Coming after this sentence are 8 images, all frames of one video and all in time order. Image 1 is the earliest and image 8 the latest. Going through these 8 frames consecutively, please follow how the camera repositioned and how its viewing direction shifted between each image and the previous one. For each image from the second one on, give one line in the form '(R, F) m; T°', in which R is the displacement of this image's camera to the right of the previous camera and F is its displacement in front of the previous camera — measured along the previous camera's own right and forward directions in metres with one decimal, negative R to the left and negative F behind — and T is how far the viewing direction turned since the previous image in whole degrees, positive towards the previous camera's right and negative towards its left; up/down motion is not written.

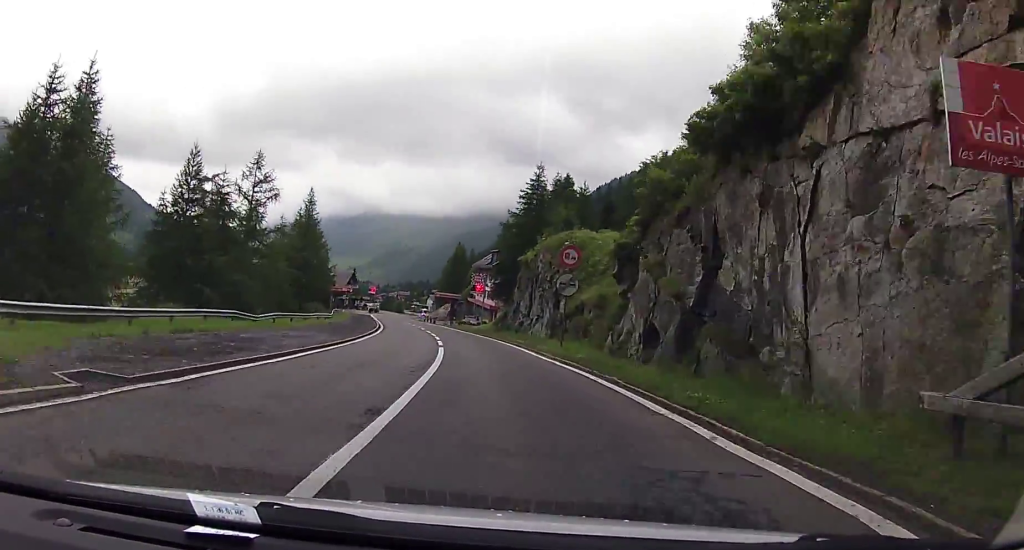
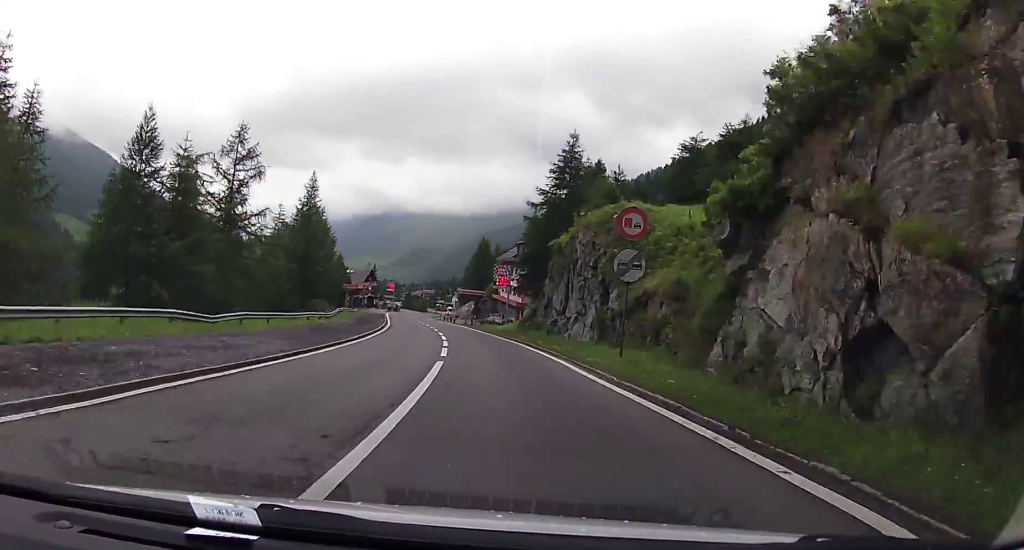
(-0.5, +8.5) m; -8°
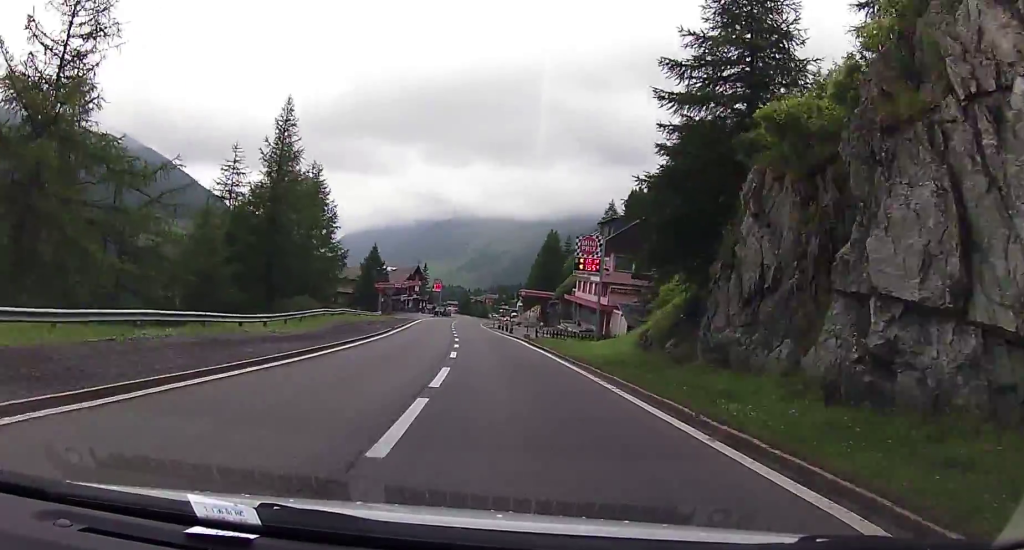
(-3.5, +24.3) m; -11°
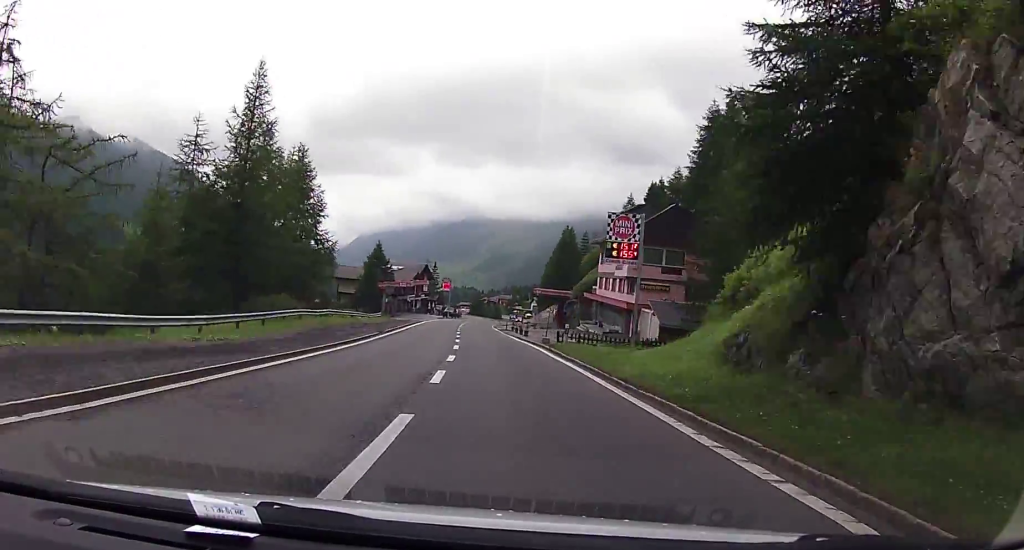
(-0.1, +7.0) m; -1°
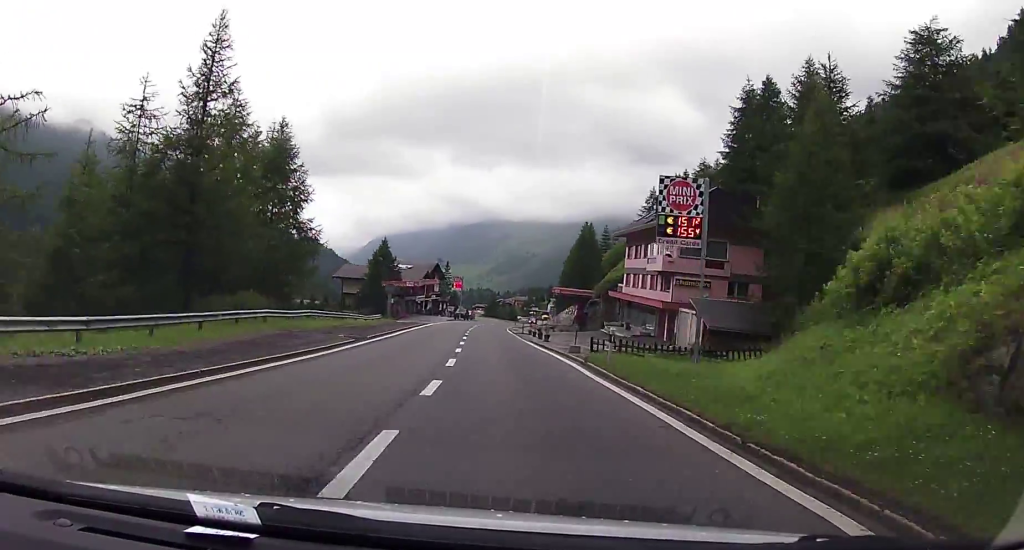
(-0.1, +6.9) m; -2°
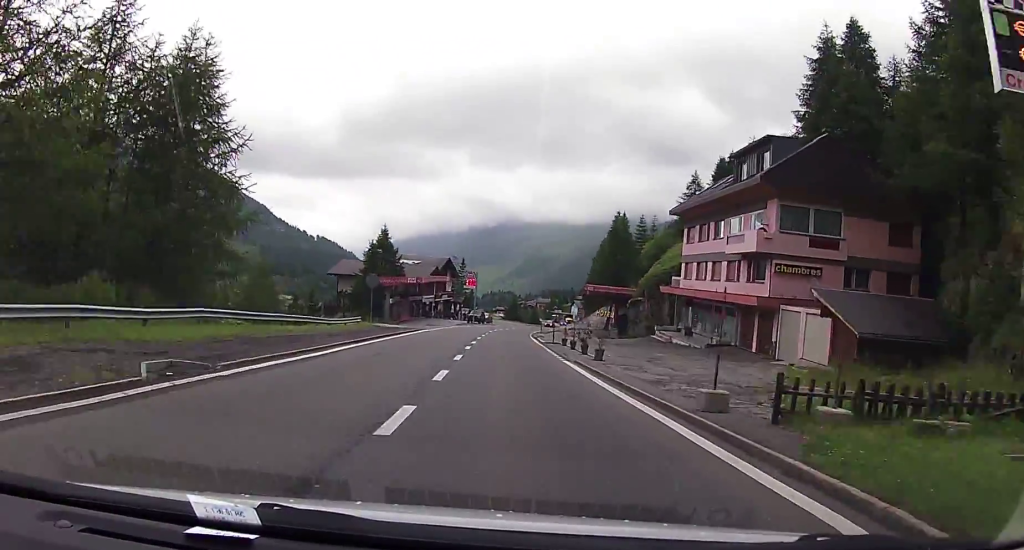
(-0.3, +13.9) m; -4°
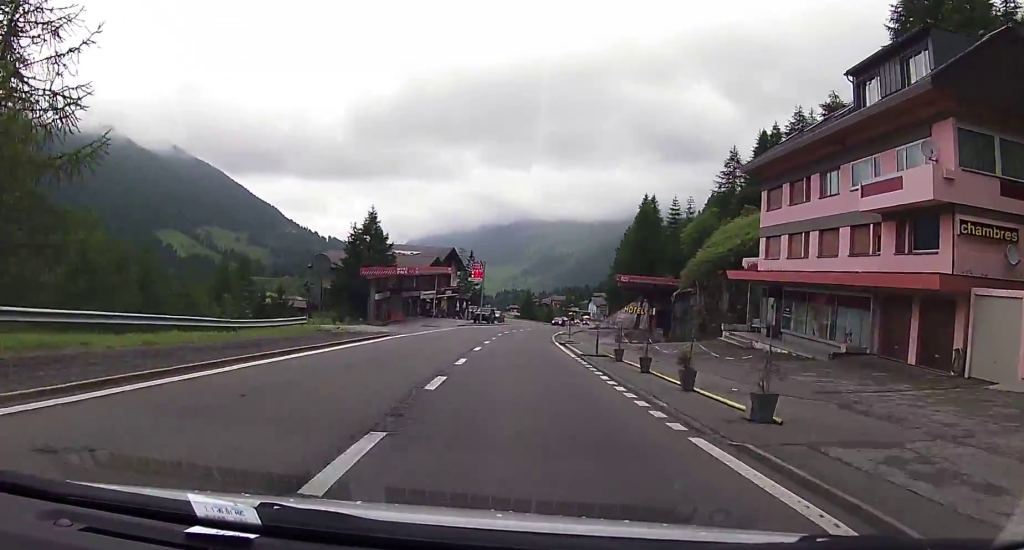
(-0.5, +13.1) m; -3°
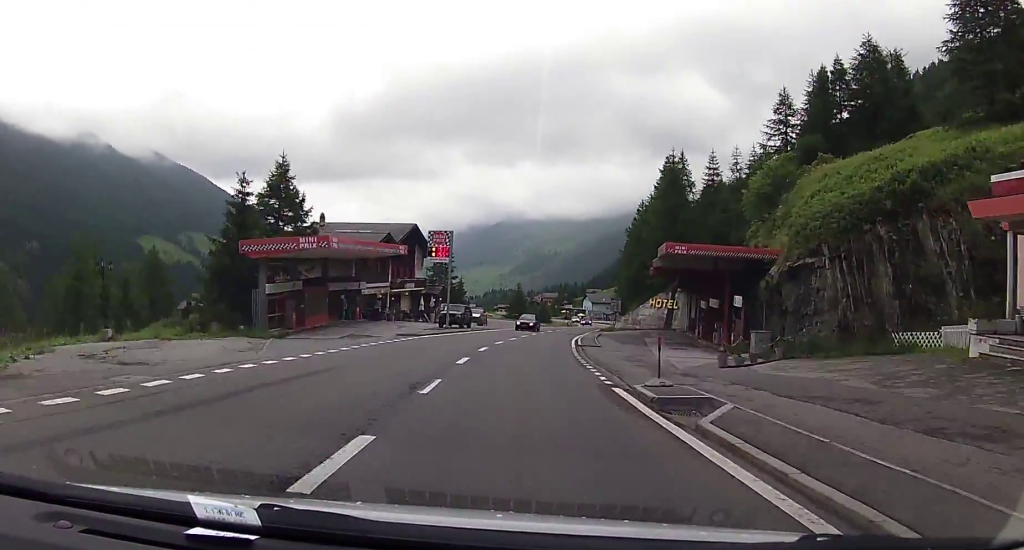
(-0.3, +22.8) m; +1°
